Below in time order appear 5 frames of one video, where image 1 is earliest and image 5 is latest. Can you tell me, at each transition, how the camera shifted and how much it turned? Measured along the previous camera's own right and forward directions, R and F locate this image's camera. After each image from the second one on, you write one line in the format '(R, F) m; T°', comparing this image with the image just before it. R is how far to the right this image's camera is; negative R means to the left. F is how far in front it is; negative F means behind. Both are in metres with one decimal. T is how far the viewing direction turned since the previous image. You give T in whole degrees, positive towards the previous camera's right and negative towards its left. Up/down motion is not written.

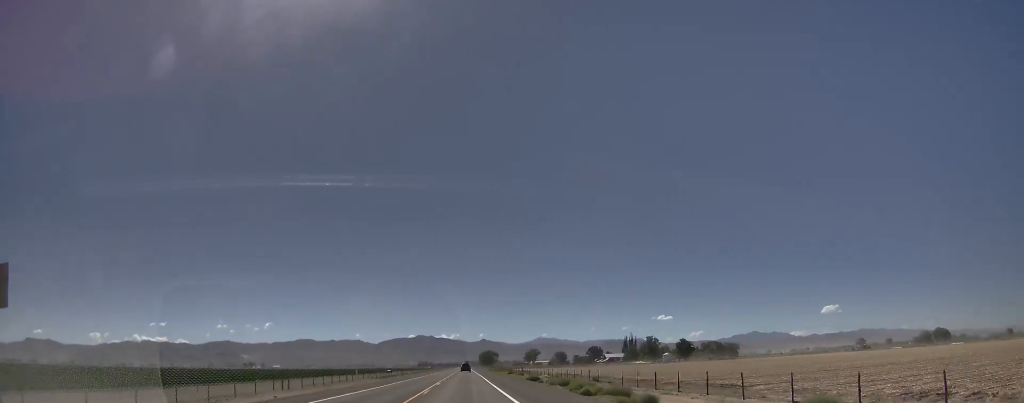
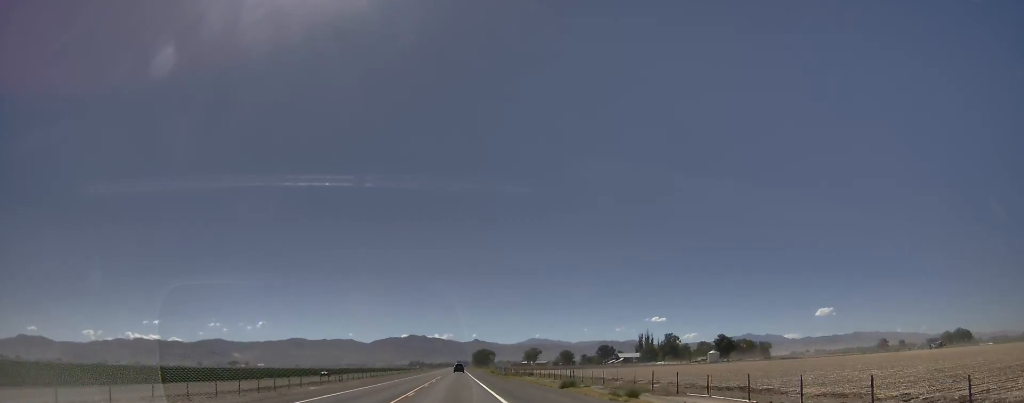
(-0.9, +77.1) m; -2°
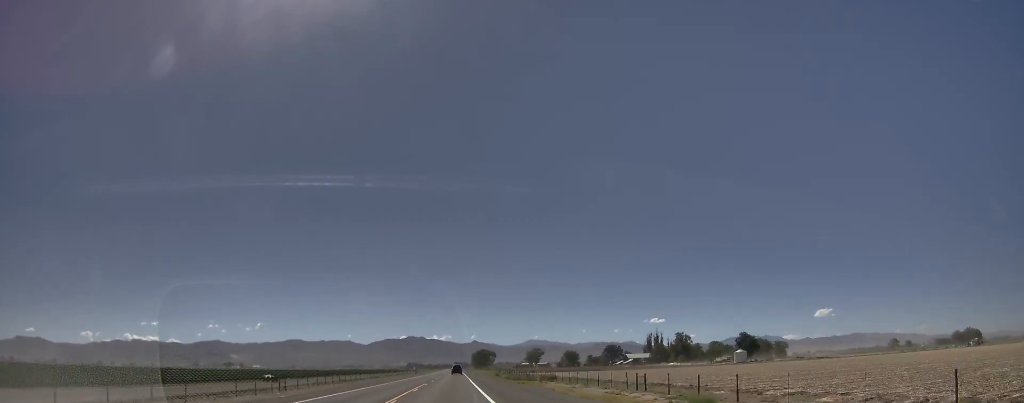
(+0.3, +30.1) m; +2°
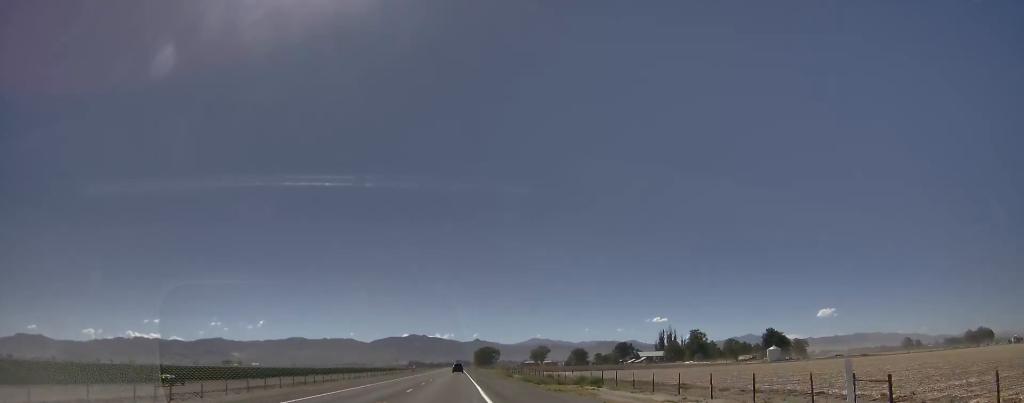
(+0.7, +27.0) m; 0°
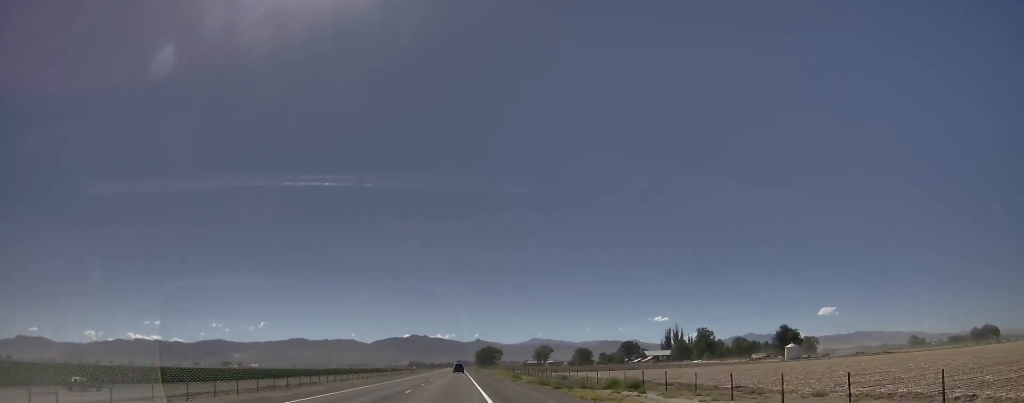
(-0.4, +12.6) m; -1°
